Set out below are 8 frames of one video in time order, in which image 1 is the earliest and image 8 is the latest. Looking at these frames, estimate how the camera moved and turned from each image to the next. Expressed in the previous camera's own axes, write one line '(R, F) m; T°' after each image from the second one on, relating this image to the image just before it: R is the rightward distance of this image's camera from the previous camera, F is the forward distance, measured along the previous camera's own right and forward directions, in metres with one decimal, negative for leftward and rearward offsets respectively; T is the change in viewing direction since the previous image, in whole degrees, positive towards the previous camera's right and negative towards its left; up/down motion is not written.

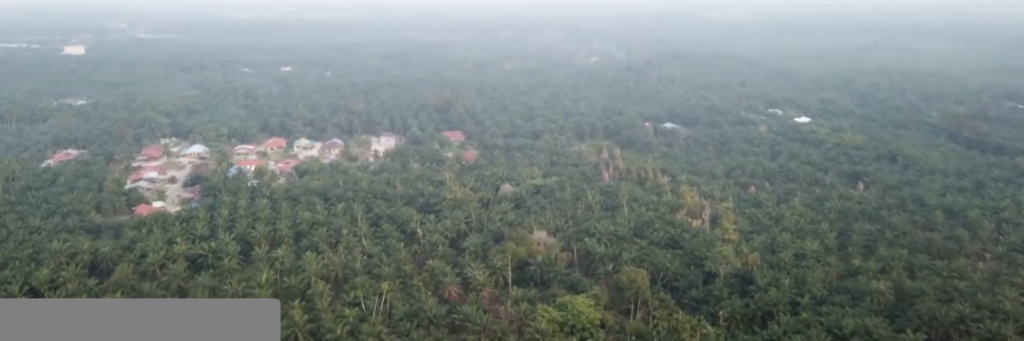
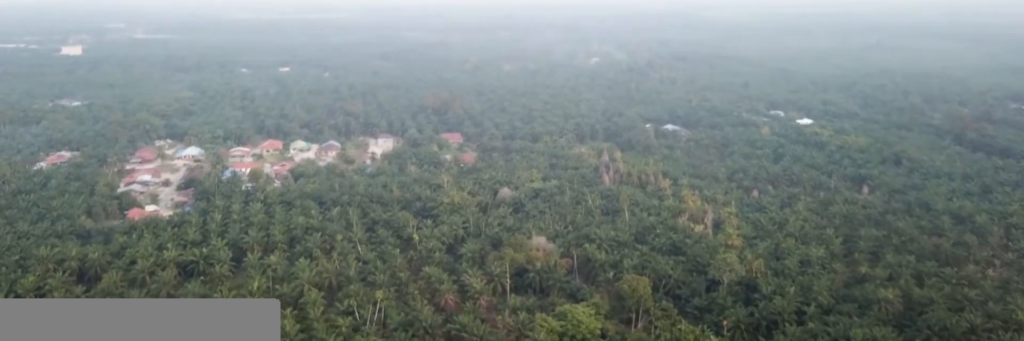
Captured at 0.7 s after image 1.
(0.0, +6.6) m; 0°
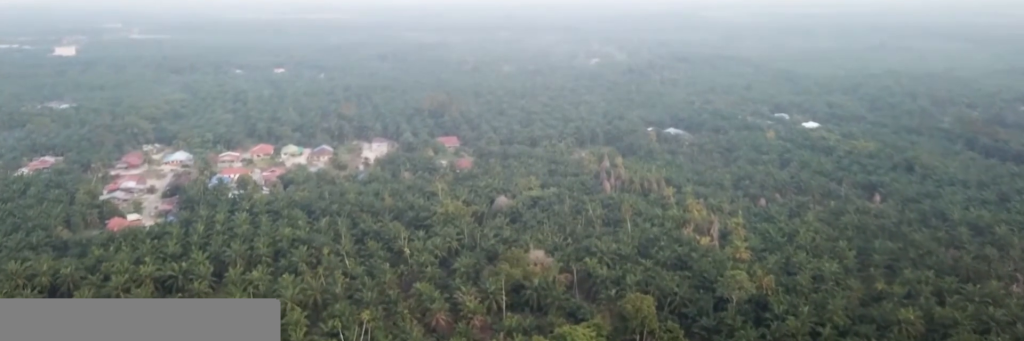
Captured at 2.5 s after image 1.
(0.0, +15.5) m; 0°
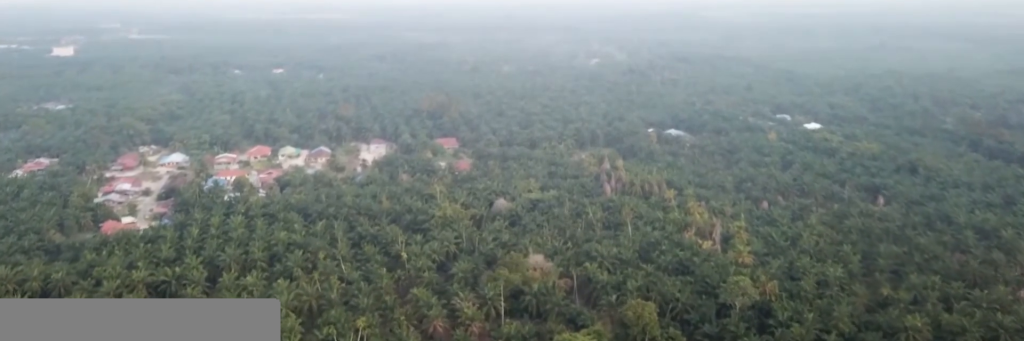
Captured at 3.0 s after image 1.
(0.0, +4.5) m; 0°
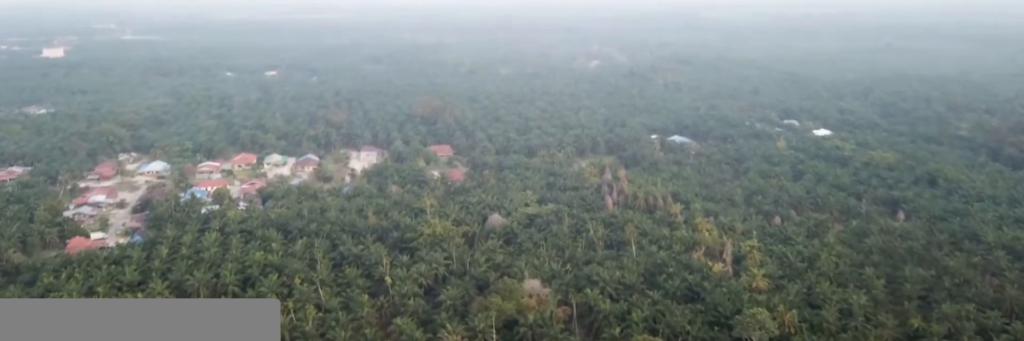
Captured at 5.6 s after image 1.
(0.0, +23.5) m; 0°
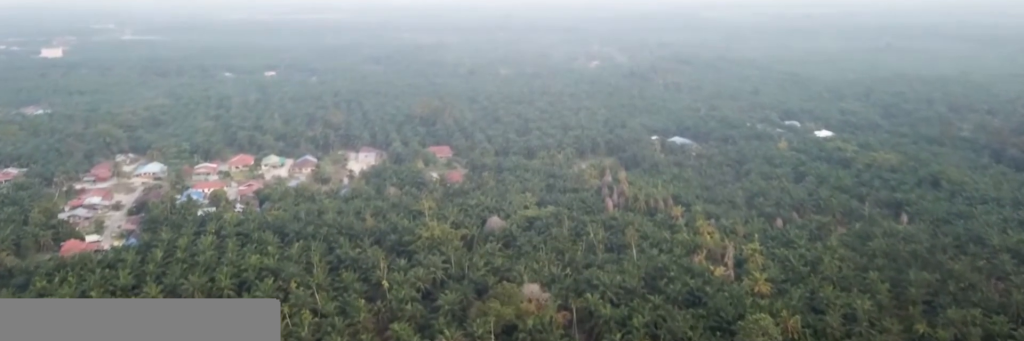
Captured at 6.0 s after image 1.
(0.0, +3.6) m; 0°
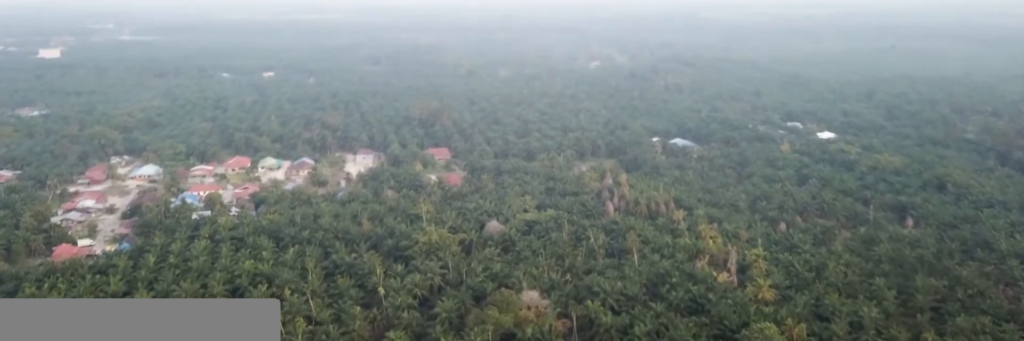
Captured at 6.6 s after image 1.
(0.0, +5.4) m; 0°
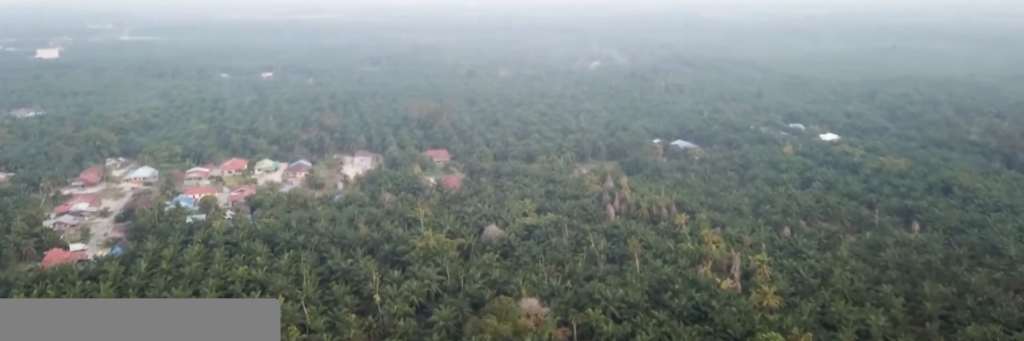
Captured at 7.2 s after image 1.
(0.0, +5.7) m; 0°
